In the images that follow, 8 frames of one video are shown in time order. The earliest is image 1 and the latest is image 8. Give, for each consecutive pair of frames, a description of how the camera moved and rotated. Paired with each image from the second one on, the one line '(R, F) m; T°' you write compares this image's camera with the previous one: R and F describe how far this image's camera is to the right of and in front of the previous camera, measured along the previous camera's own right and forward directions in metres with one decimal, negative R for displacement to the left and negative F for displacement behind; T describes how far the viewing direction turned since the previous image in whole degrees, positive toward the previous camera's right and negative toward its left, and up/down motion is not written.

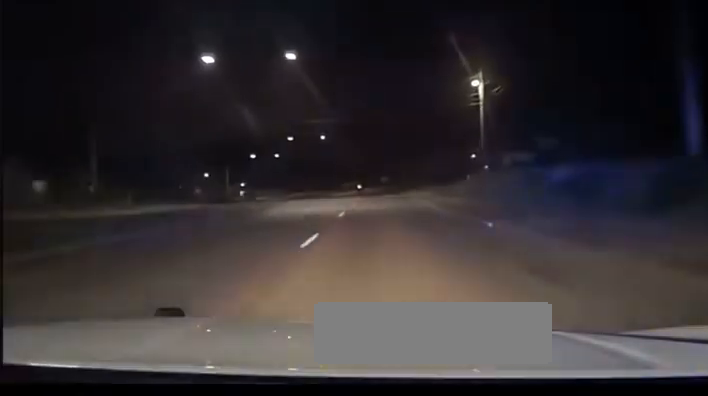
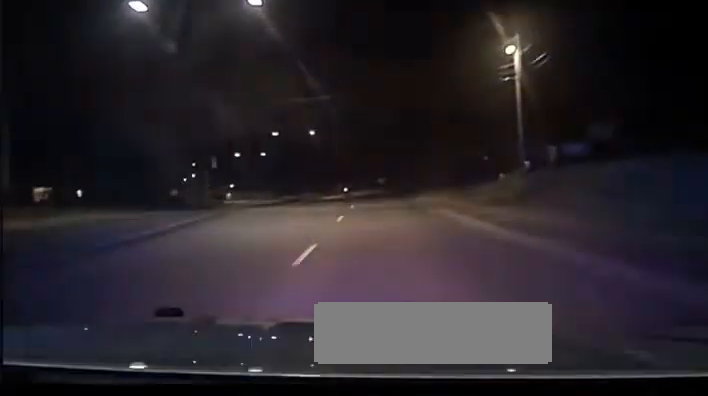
(+0.1, +16.0) m; 0°
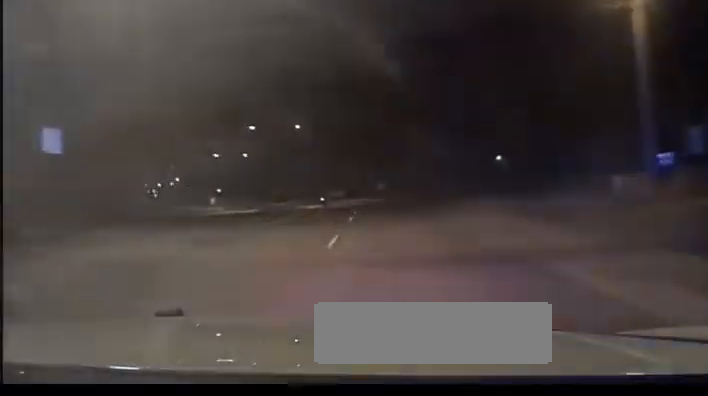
(+0.1, +20.2) m; 0°
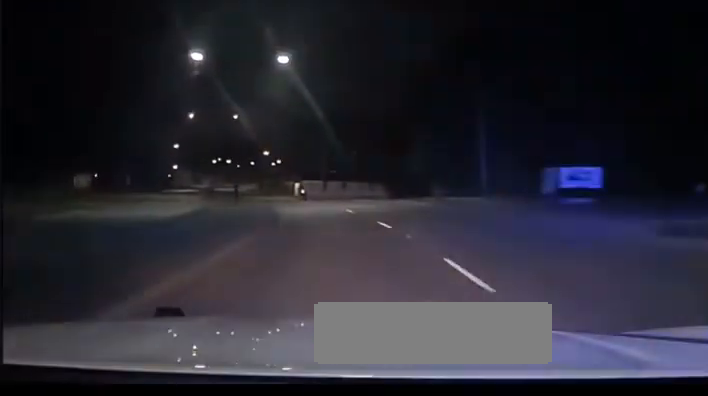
(-4.7, +93.2) m; -10°
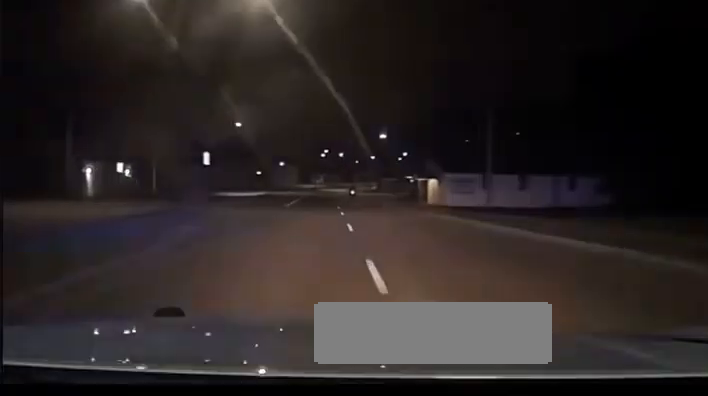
(-6.6, +60.0) m; -11°
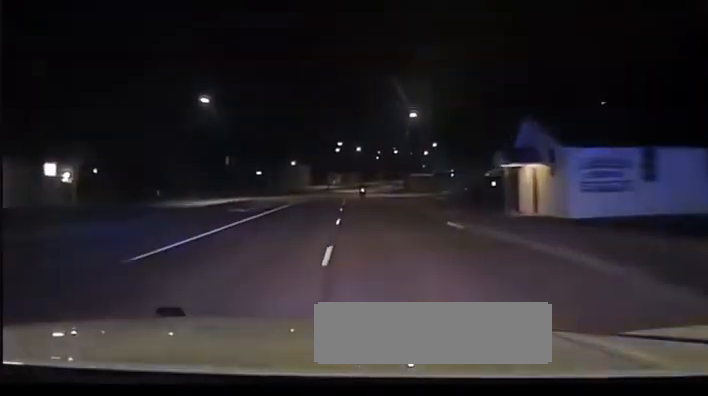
(-1.2, +33.2) m; -2°
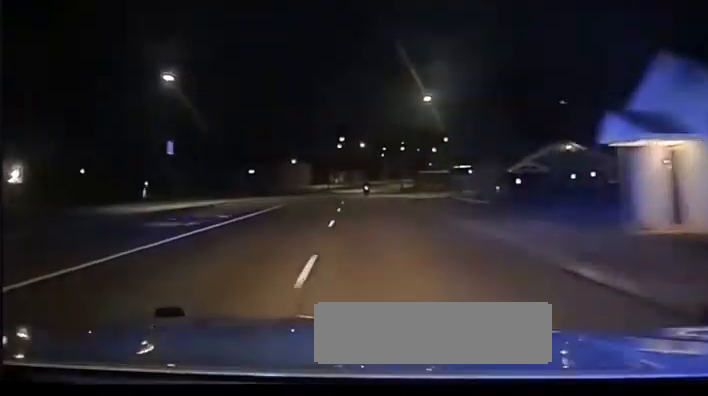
(-0.2, +15.1) m; 0°
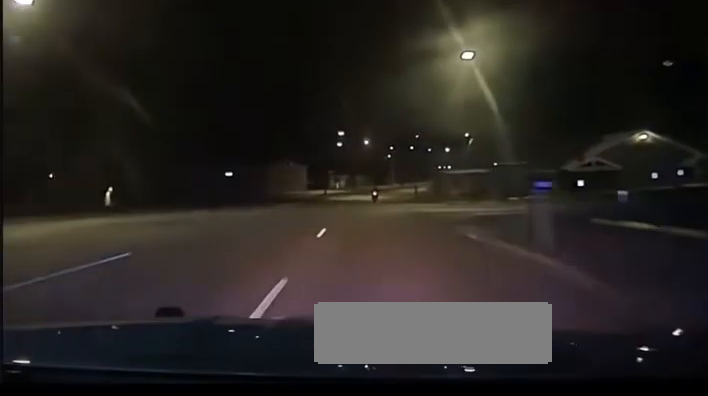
(0.0, +26.8) m; 0°
